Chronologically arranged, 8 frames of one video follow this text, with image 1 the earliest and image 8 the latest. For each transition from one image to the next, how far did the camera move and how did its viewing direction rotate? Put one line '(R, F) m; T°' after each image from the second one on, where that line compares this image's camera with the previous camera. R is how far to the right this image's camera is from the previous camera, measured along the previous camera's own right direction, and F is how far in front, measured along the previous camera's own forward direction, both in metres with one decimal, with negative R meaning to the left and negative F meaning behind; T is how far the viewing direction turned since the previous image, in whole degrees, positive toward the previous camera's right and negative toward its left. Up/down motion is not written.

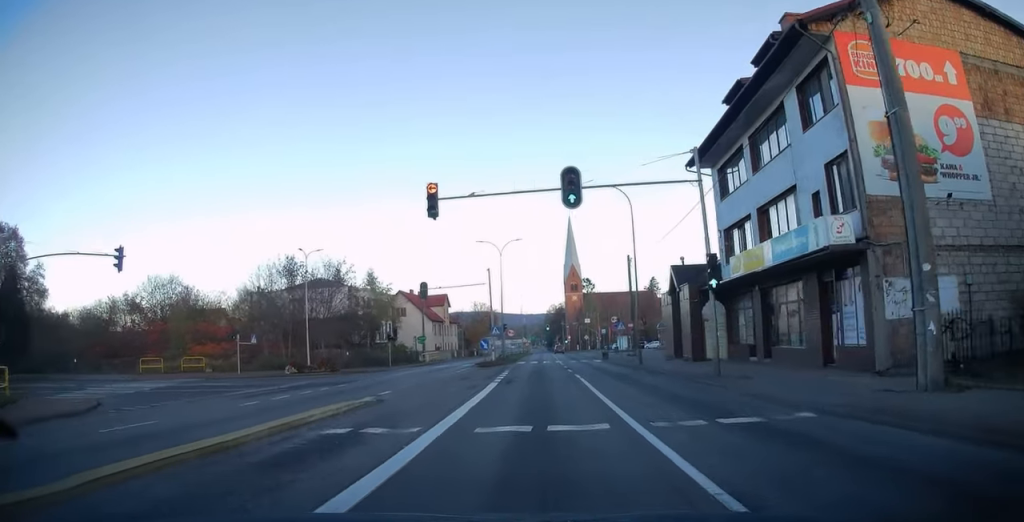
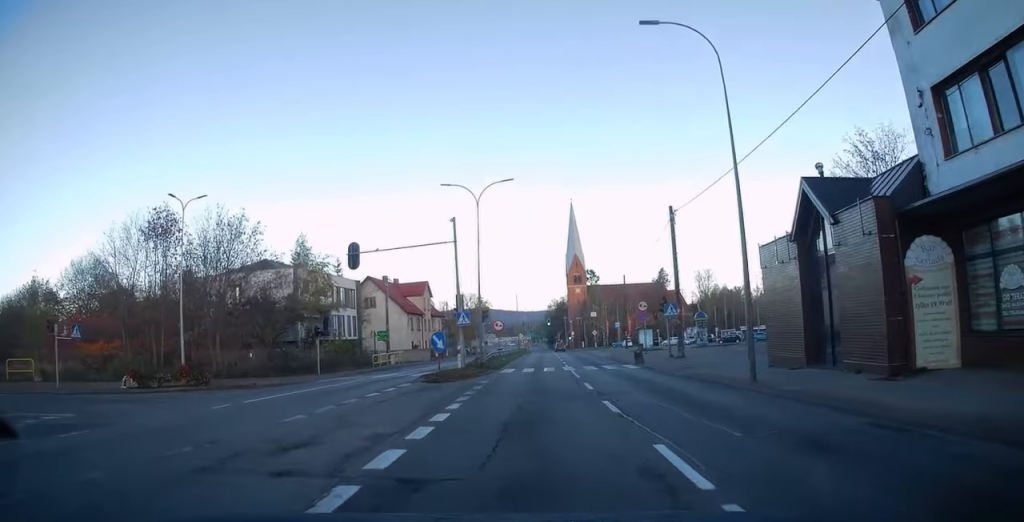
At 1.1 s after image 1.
(0.0, +17.9) m; 0°
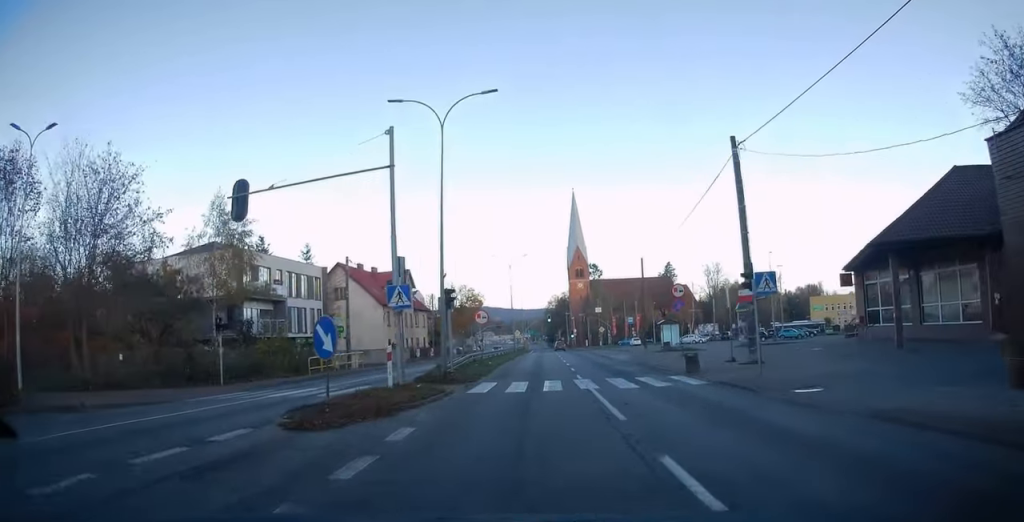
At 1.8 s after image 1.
(0.0, +12.0) m; 0°
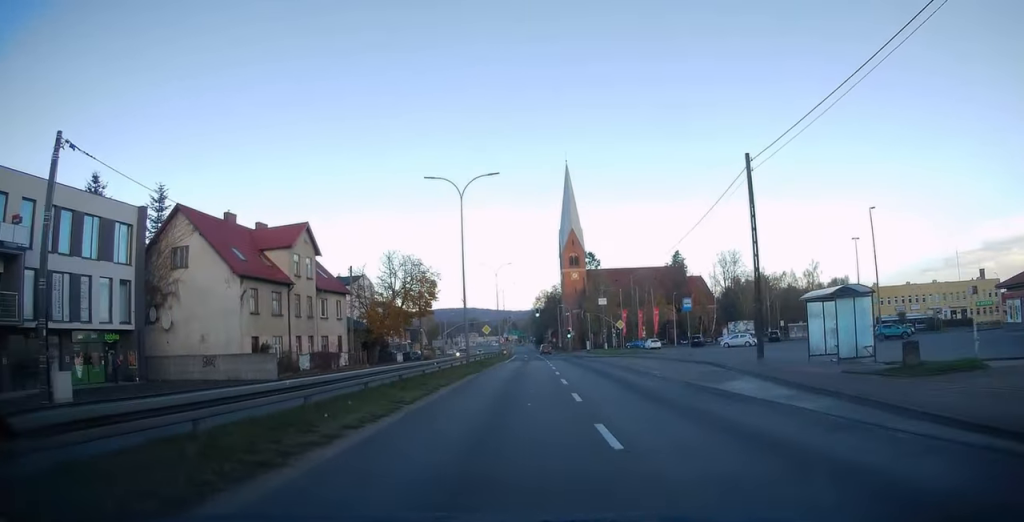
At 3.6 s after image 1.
(+0.2, +30.9) m; +1°
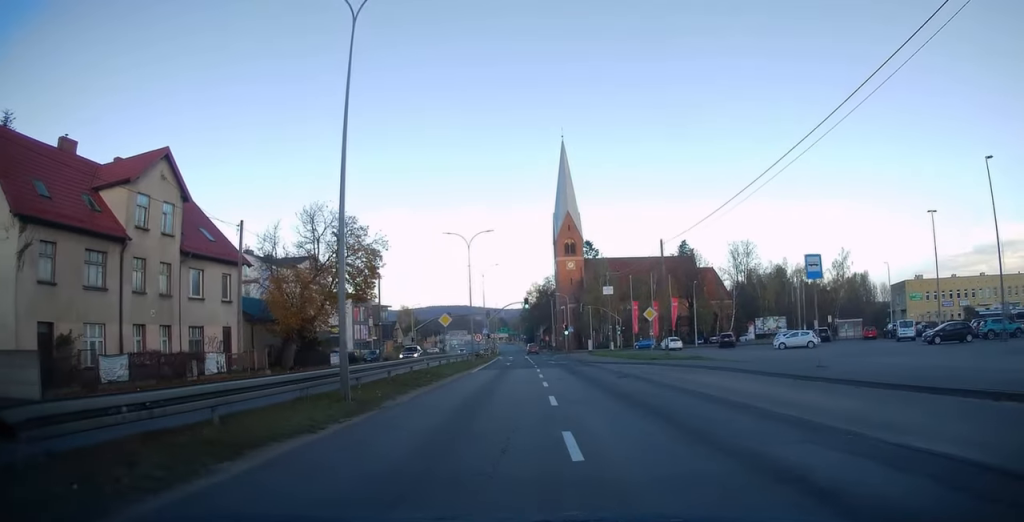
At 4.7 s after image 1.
(+0.2, +18.6) m; +1°
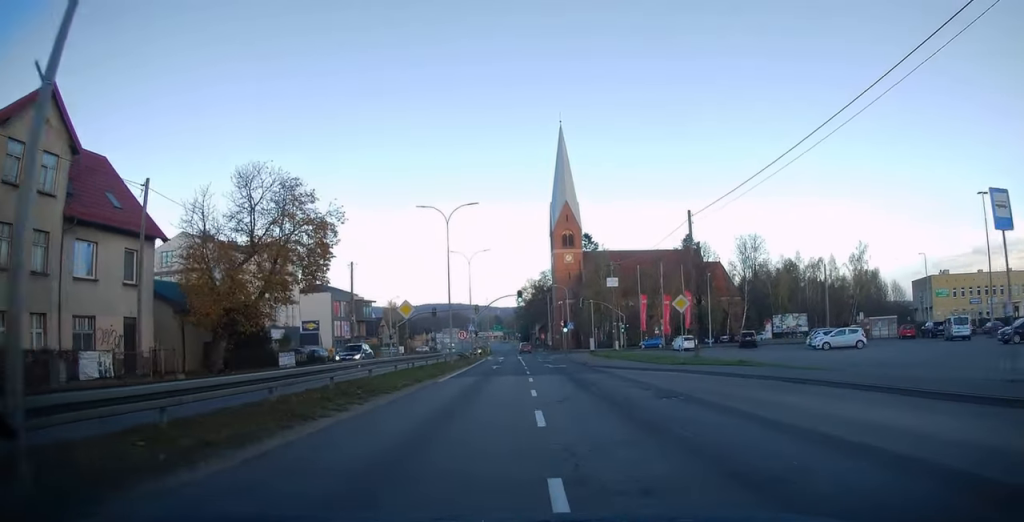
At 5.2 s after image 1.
(0.0, +9.0) m; 0°
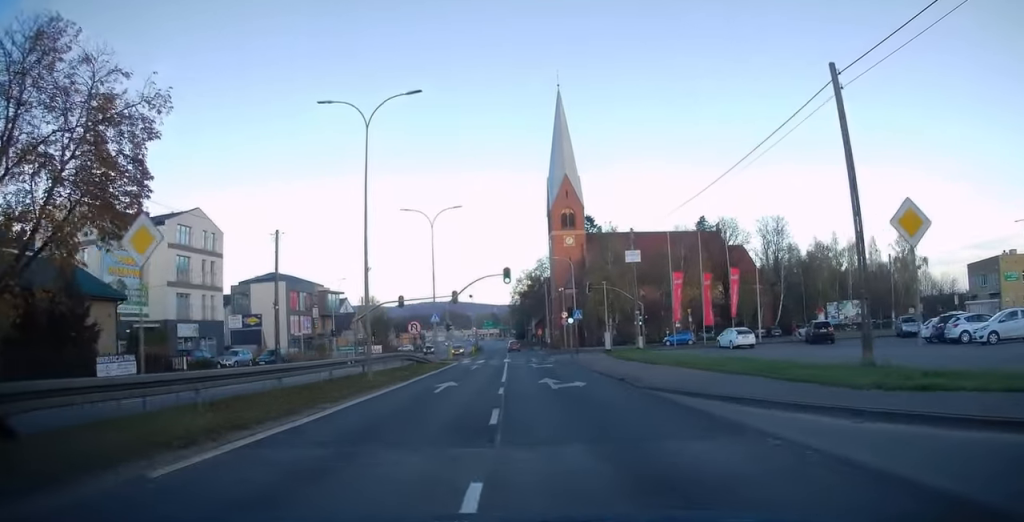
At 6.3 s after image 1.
(+0.1, +17.7) m; +1°
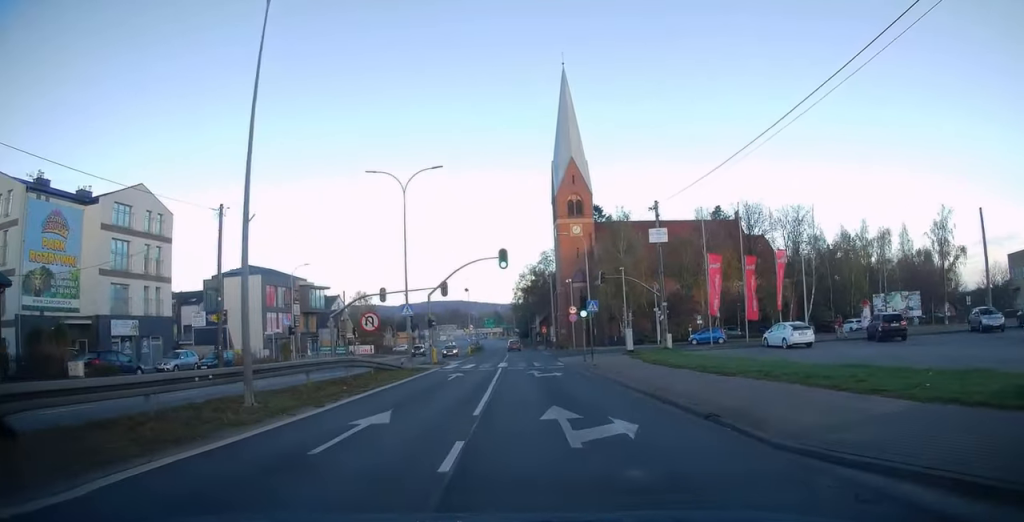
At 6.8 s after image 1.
(+0.1, +9.3) m; 0°
